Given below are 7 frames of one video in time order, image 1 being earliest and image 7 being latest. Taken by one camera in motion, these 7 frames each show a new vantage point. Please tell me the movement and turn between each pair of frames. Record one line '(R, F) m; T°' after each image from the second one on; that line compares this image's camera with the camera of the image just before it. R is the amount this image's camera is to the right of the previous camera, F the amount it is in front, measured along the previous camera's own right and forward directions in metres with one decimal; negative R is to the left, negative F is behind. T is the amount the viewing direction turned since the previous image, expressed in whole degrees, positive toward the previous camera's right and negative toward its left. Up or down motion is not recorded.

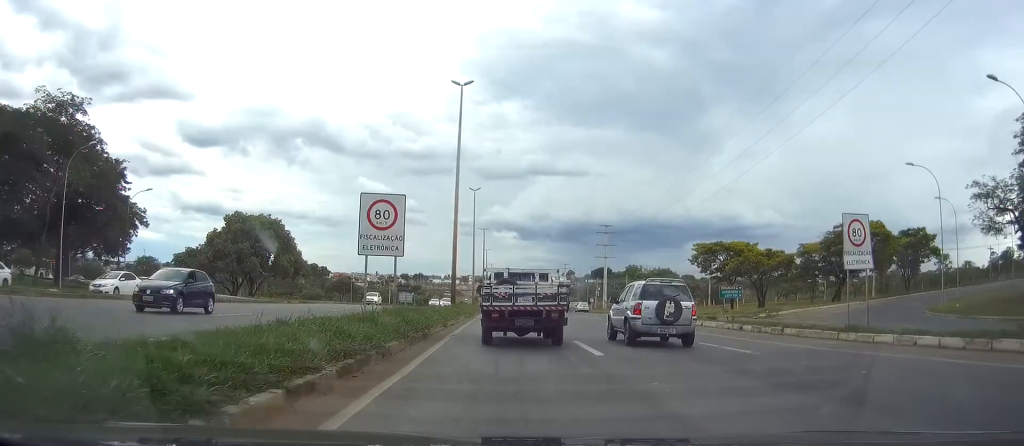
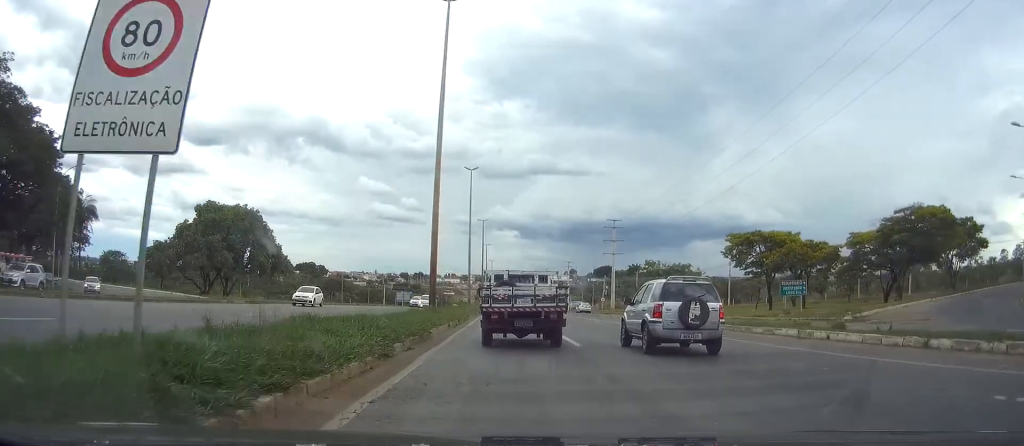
(0.0, +13.0) m; 0°
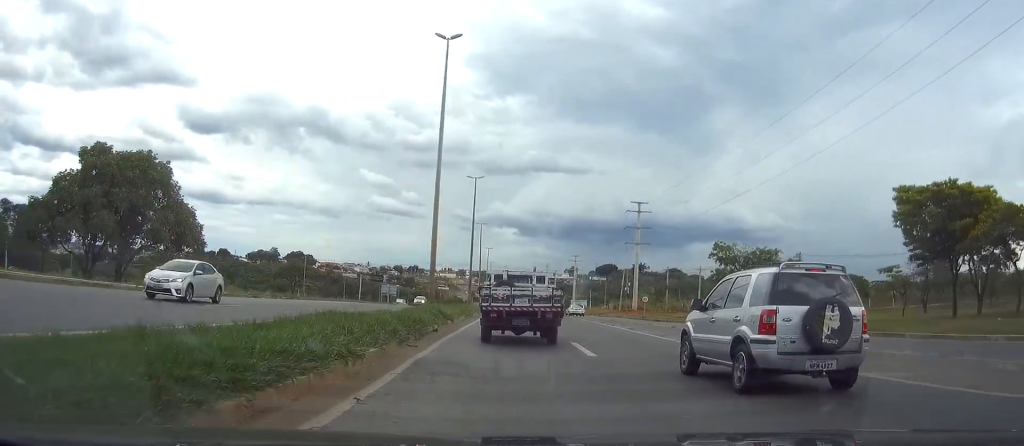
(+0.2, +35.5) m; +1°
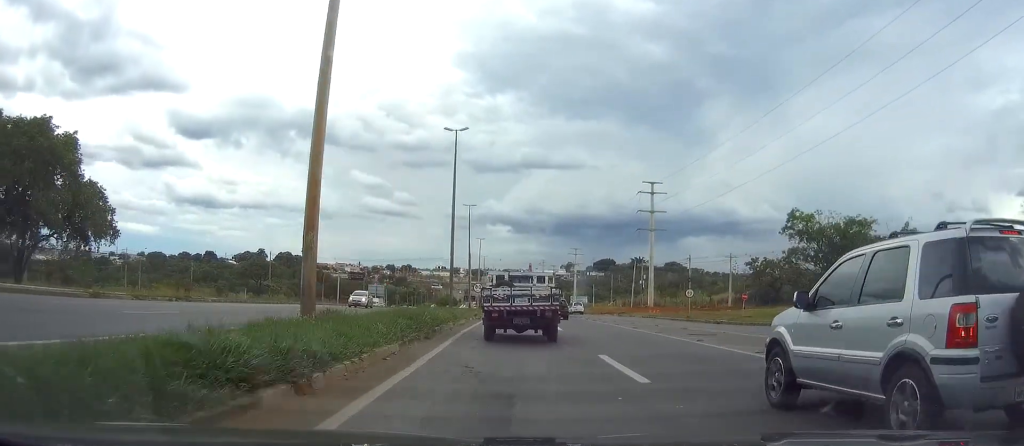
(+0.1, +21.1) m; 0°
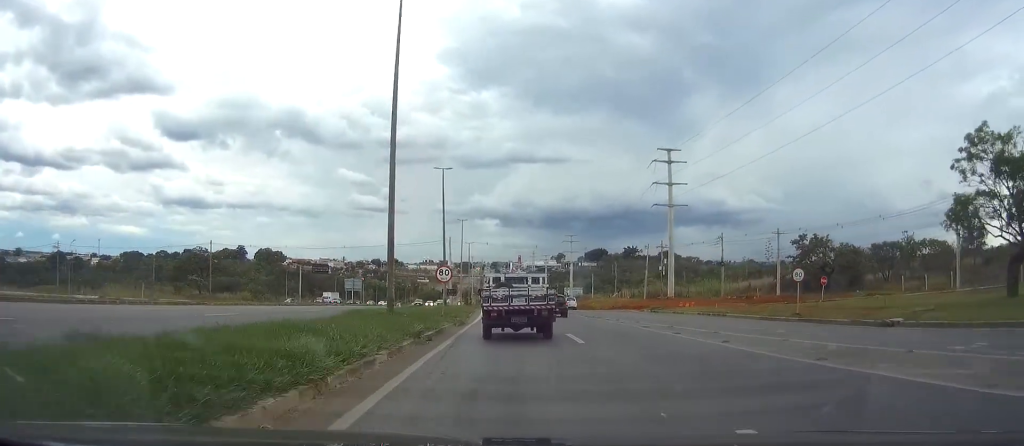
(+0.1, +24.9) m; 0°
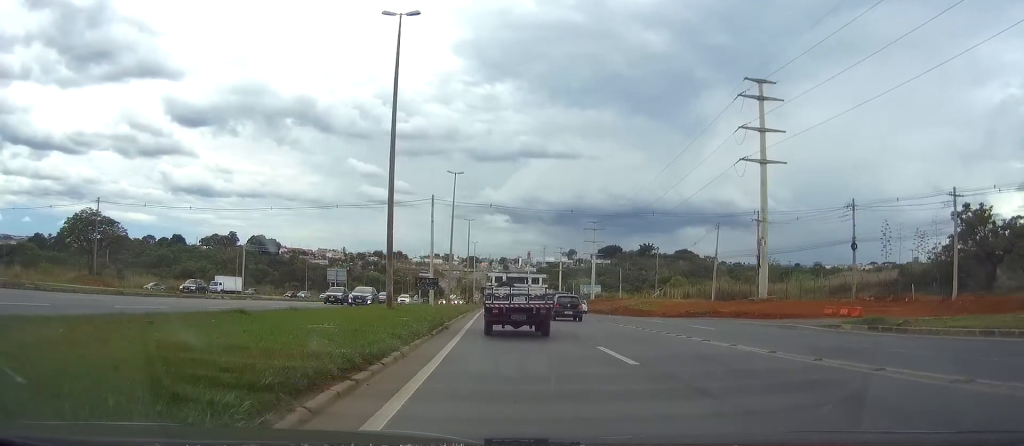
(-0.1, +38.2) m; -1°
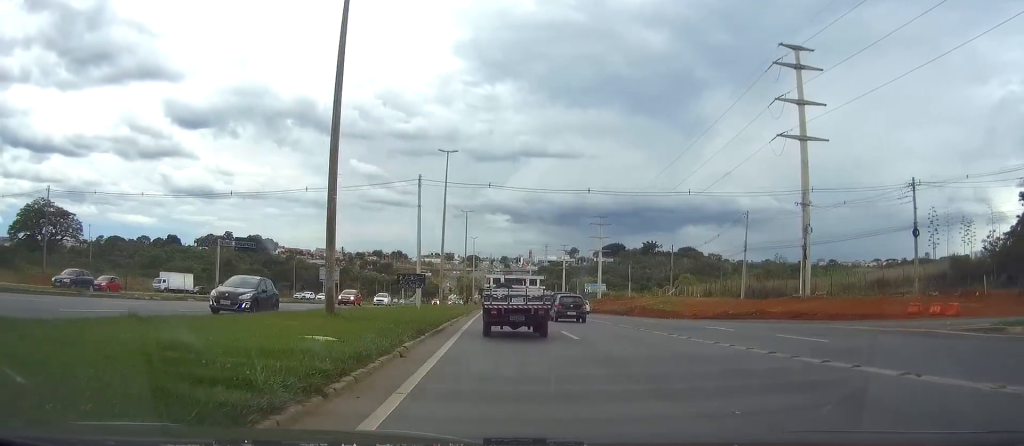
(0.0, +11.0) m; 0°
